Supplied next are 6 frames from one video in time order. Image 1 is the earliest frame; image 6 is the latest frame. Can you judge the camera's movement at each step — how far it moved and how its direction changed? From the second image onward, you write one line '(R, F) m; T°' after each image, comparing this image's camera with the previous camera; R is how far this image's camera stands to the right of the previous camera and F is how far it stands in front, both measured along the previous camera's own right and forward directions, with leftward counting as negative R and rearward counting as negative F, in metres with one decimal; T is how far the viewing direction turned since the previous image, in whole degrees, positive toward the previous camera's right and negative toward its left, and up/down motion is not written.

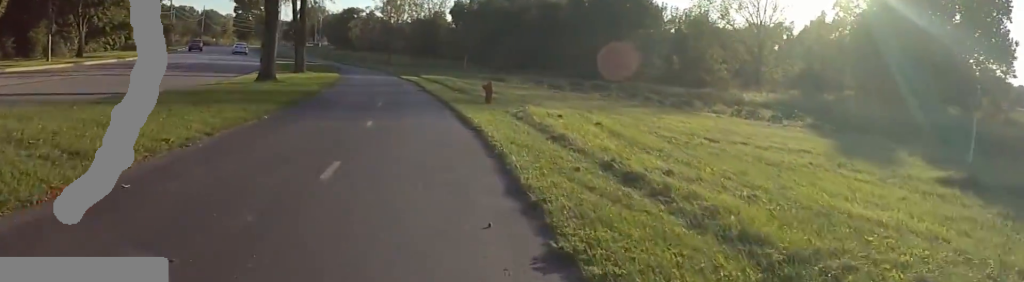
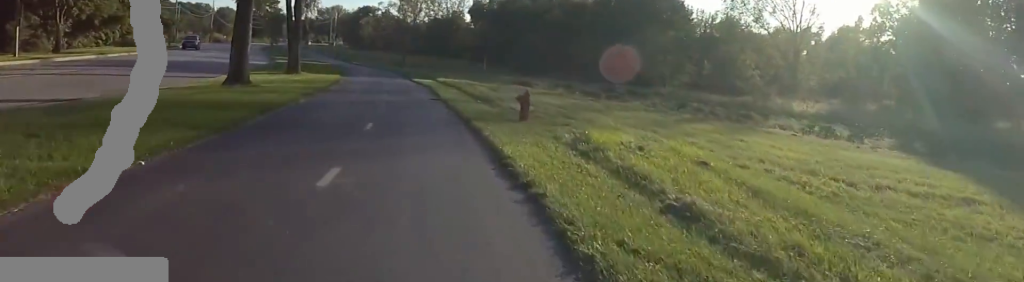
(+0.4, +4.8) m; +3°
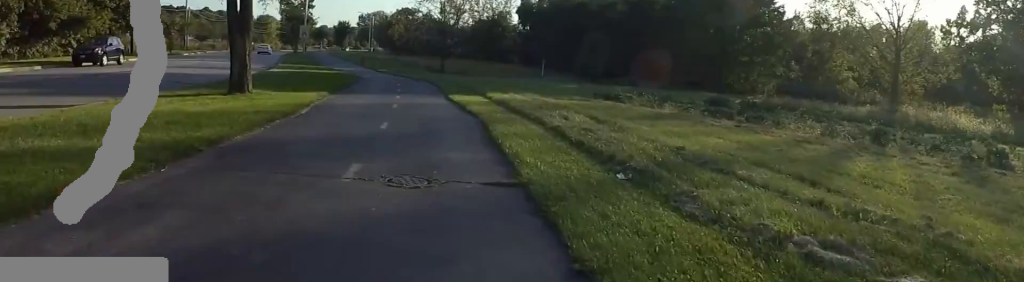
(+0.4, +12.1) m; +1°
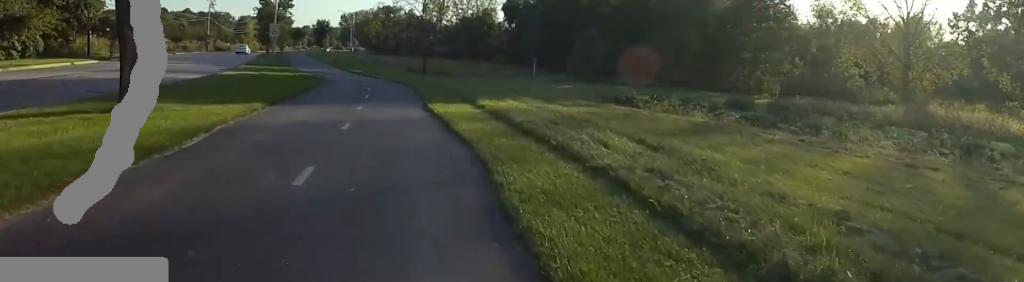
(+0.3, +4.6) m; -4°
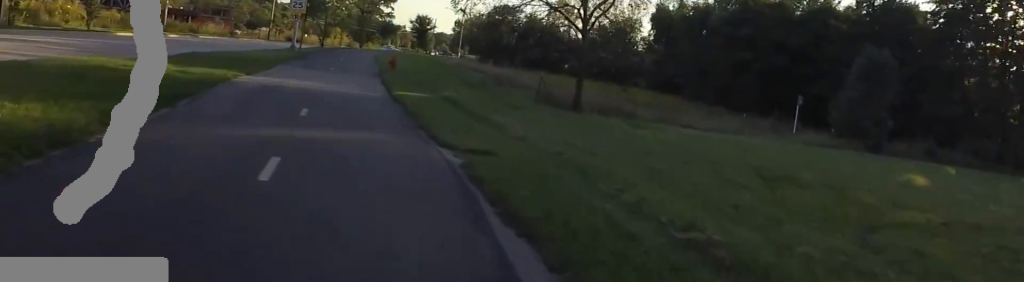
(-4.0, +26.8) m; -15°
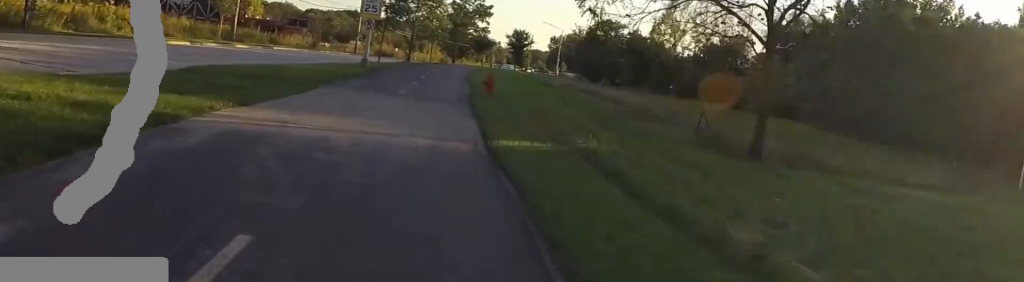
(-0.5, +6.9) m; -7°
